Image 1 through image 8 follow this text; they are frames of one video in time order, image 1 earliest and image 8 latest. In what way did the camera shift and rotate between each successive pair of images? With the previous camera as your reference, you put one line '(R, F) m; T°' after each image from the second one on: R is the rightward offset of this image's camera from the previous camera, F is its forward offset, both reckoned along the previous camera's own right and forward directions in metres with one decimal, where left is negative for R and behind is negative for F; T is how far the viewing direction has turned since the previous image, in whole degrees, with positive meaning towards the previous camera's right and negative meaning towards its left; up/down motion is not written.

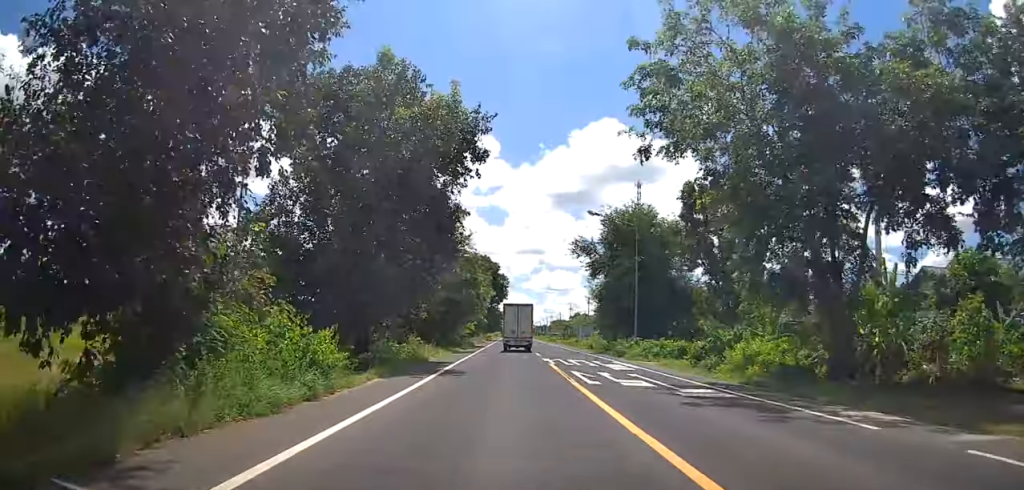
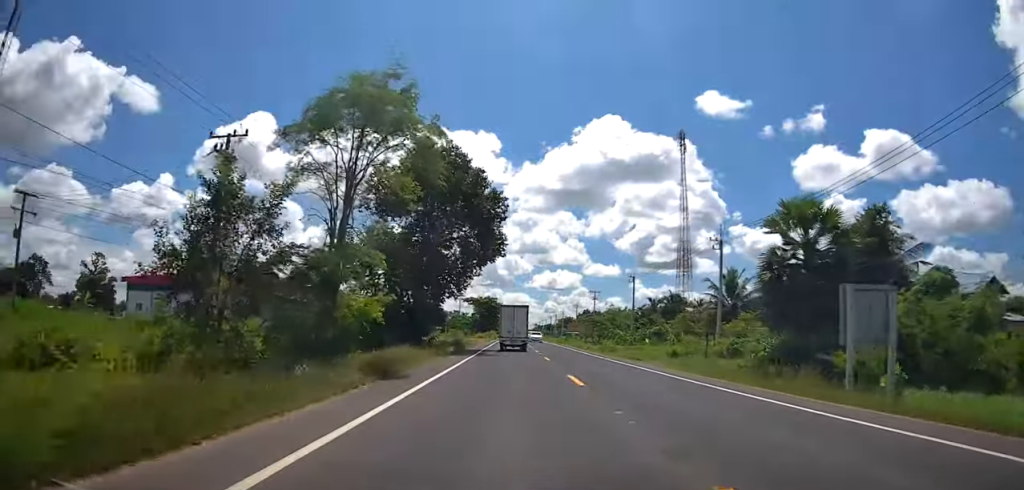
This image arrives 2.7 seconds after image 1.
(-0.5, +53.7) m; -1°
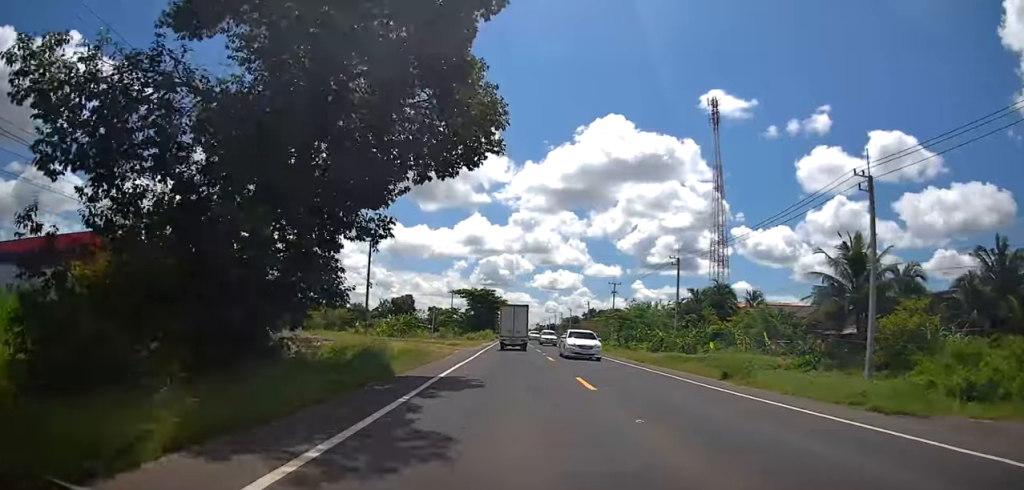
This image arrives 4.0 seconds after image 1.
(-0.7, +24.5) m; 0°
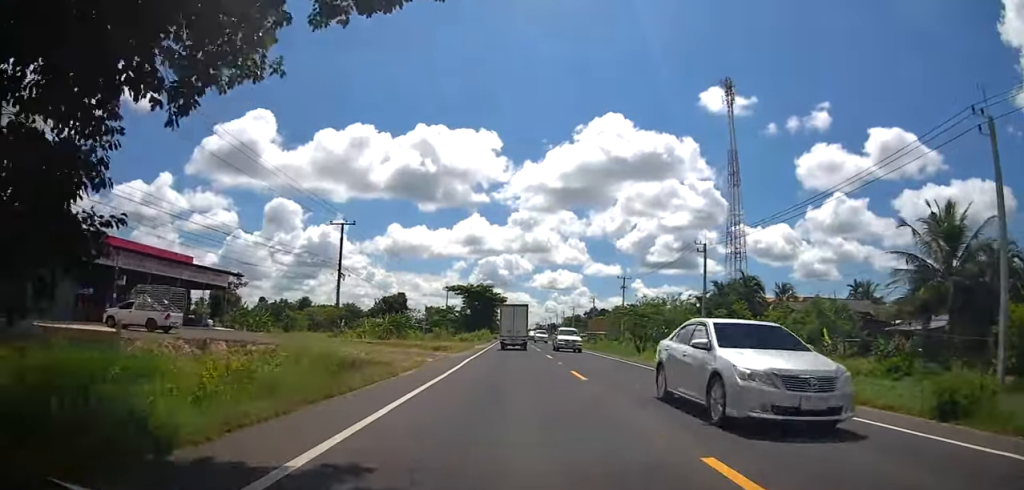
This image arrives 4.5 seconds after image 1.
(+0.4, +10.4) m; +1°
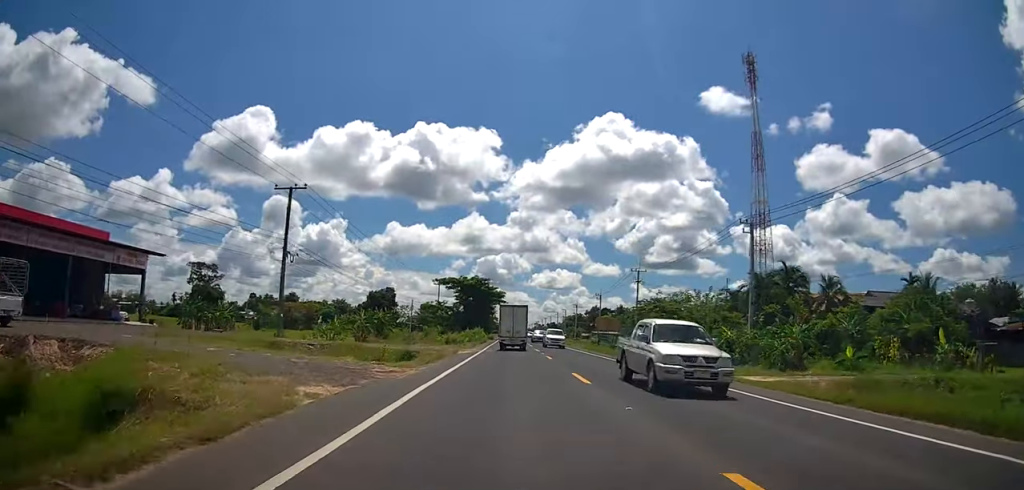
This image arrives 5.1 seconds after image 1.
(+0.2, +12.8) m; +1°
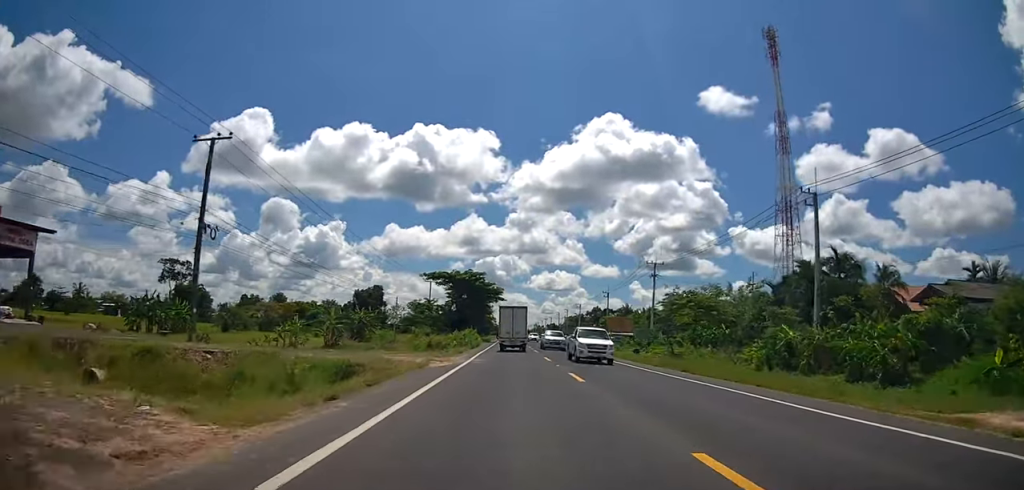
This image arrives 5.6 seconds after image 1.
(0.0, +11.4) m; 0°
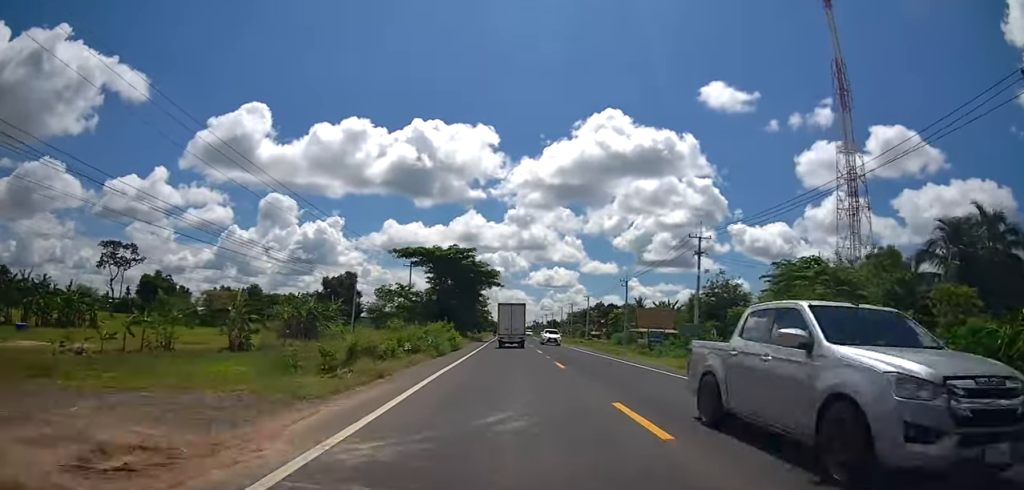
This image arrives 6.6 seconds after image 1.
(0.0, +20.4) m; -1°
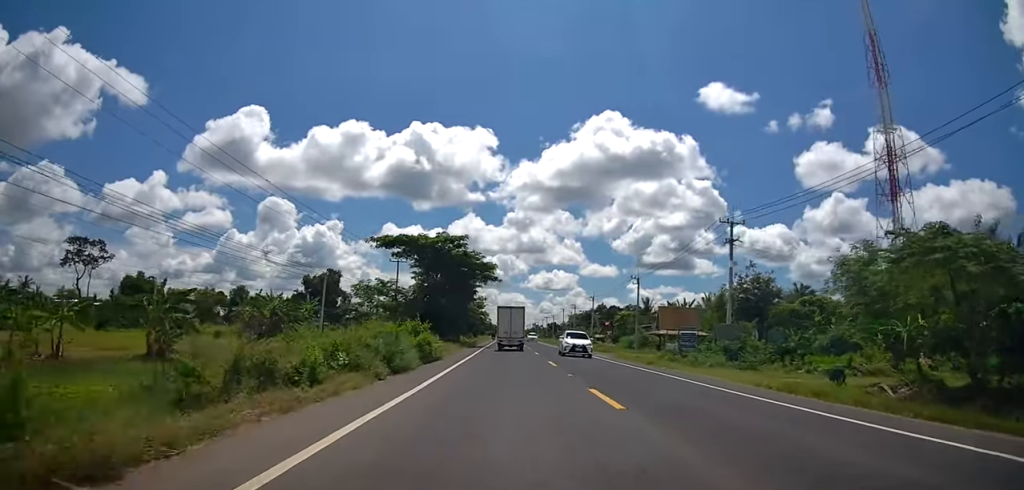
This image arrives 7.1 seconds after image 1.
(0.0, +9.6) m; -1°
